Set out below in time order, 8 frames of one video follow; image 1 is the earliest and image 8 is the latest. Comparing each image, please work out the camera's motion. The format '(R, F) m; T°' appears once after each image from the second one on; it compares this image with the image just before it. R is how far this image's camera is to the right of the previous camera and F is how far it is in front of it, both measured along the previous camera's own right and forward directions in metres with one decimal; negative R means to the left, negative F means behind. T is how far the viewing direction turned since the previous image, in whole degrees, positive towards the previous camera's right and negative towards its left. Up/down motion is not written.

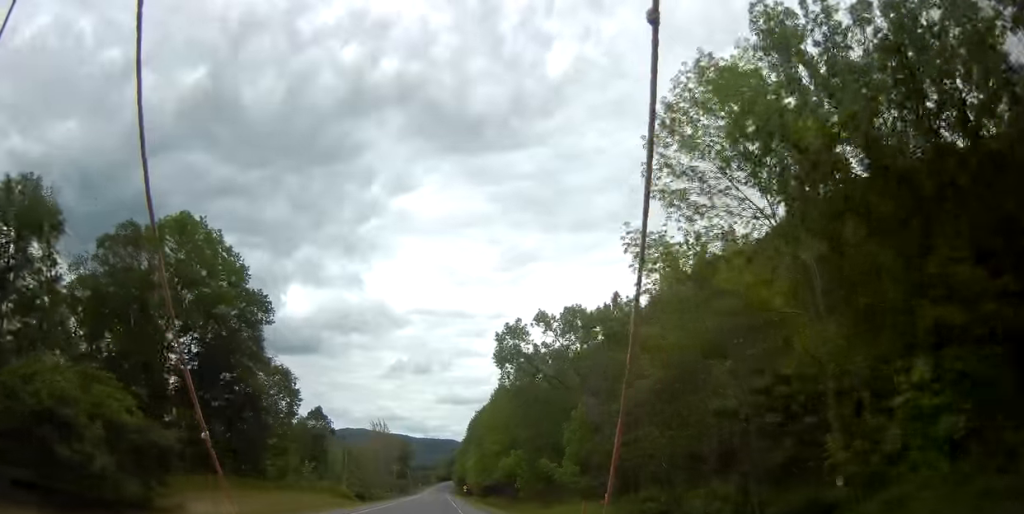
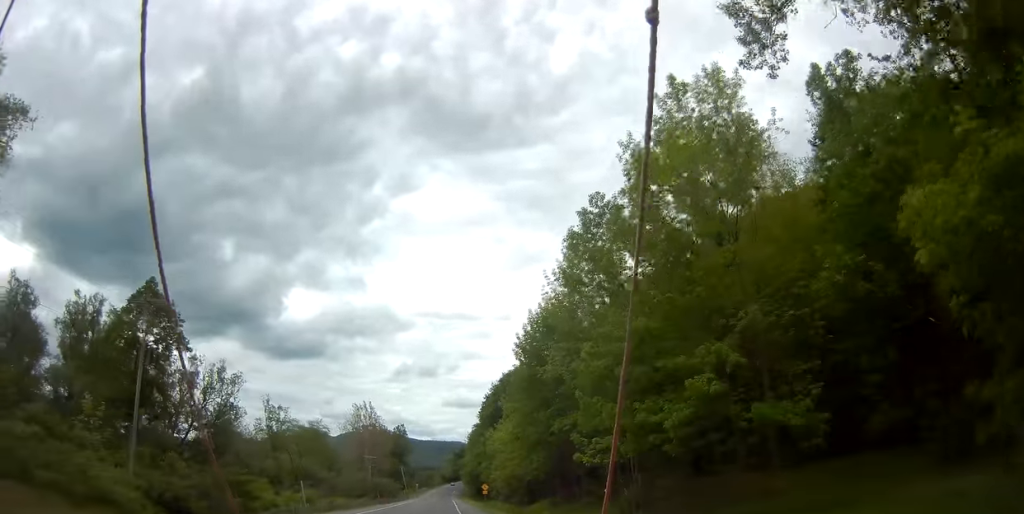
(-0.1, +65.7) m; -1°
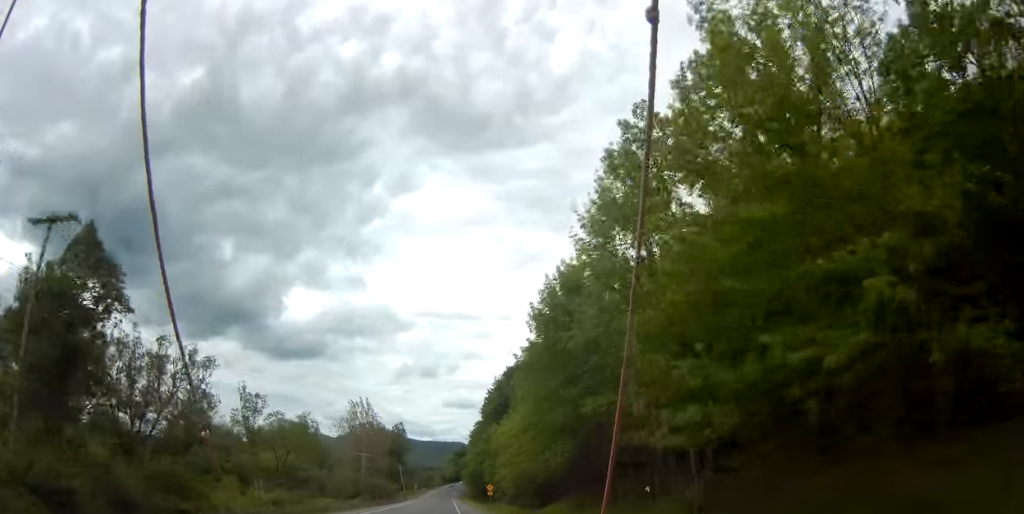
(-0.1, +10.1) m; 0°
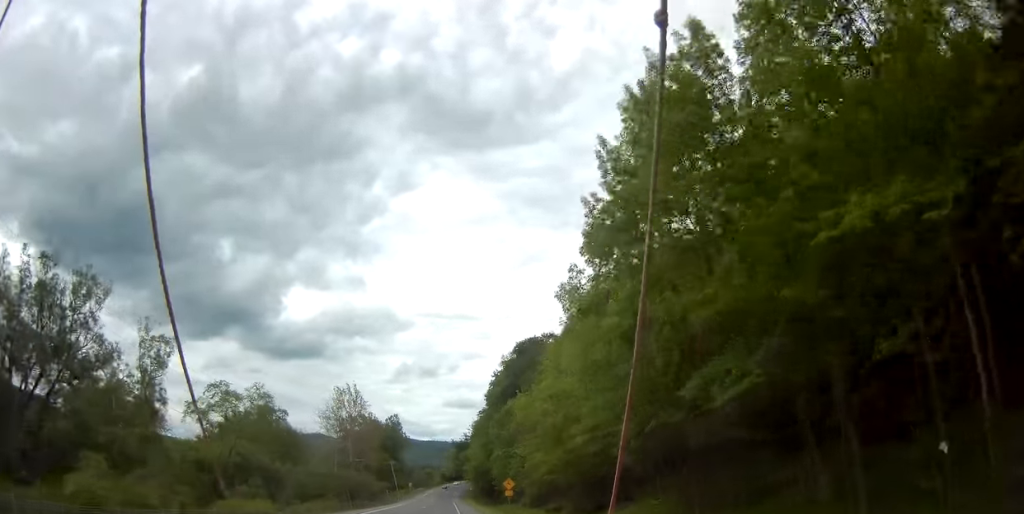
(+0.1, +25.3) m; +1°
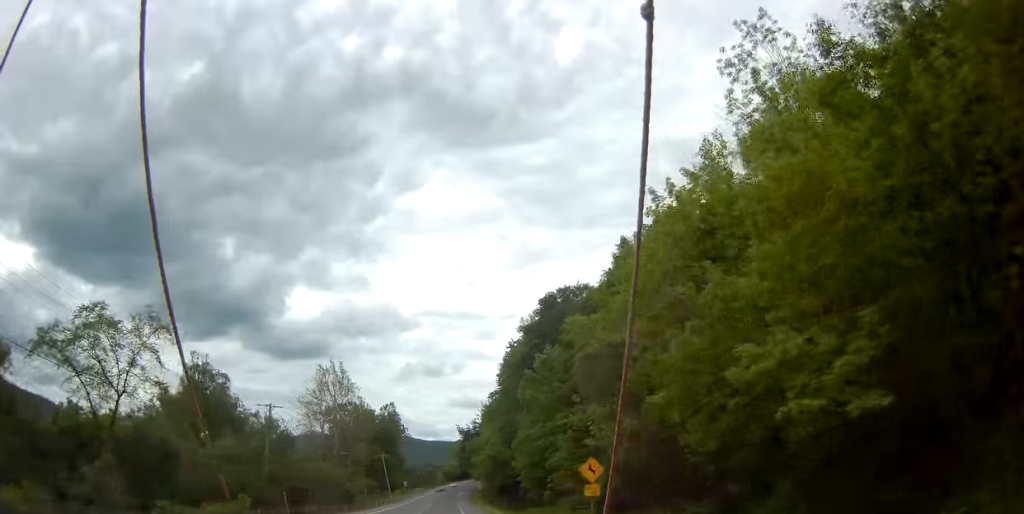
(+0.1, +30.4) m; 0°
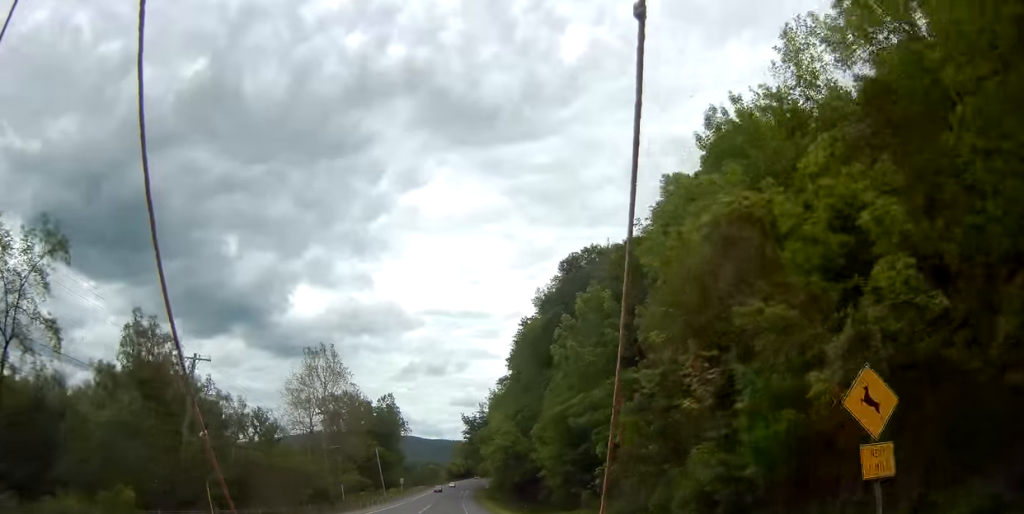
(-0.2, +16.0) m; 0°
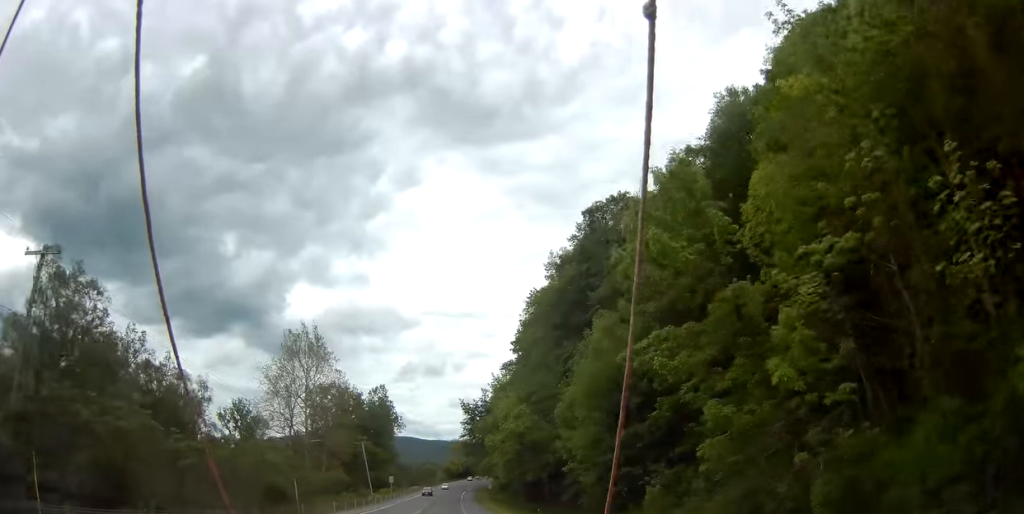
(-0.1, +15.2) m; 0°
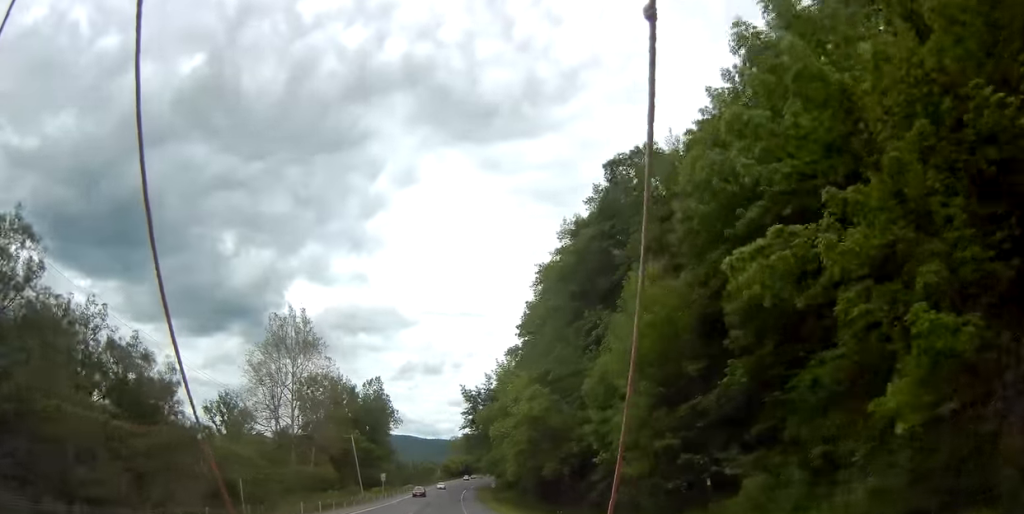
(+0.1, +10.1) m; 0°
